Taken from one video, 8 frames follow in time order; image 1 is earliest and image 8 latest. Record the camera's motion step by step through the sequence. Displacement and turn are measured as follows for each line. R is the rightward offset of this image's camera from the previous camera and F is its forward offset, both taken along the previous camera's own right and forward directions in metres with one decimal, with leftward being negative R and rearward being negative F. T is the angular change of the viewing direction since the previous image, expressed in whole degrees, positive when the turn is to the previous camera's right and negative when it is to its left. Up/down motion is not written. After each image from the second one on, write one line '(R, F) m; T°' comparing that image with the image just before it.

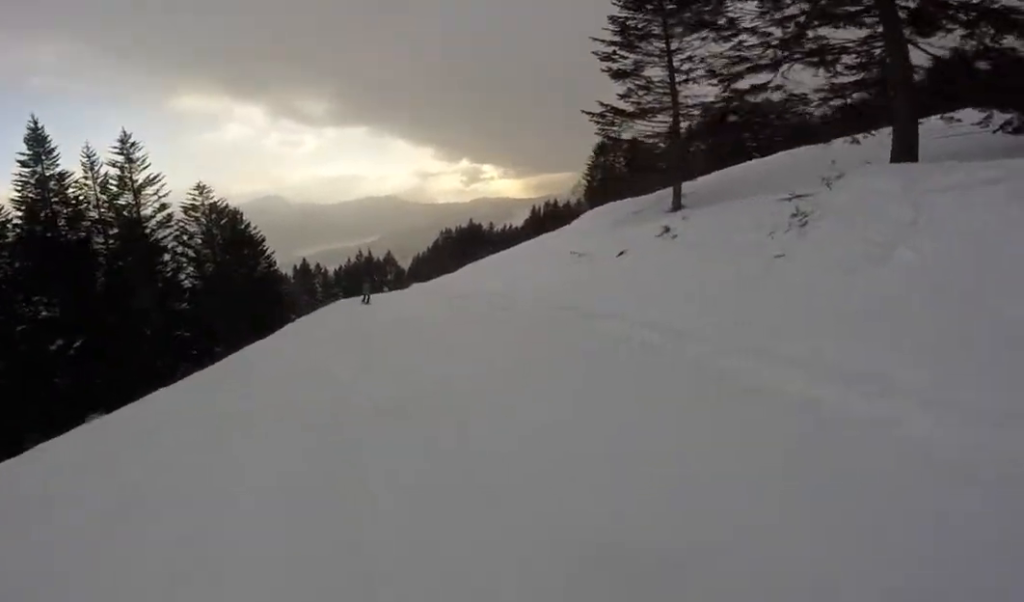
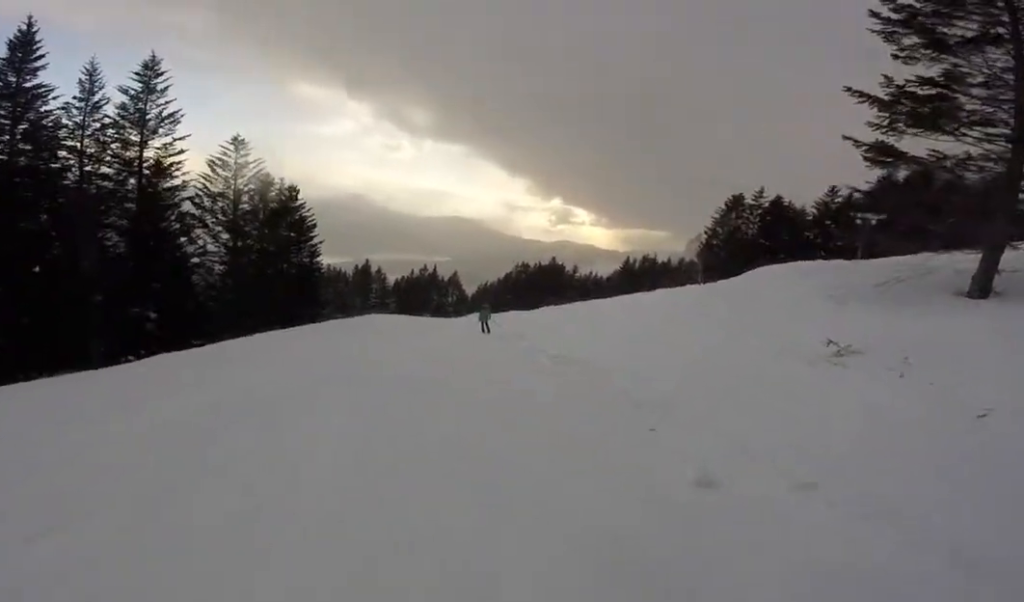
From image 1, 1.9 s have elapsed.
(+0.2, +8.8) m; -10°
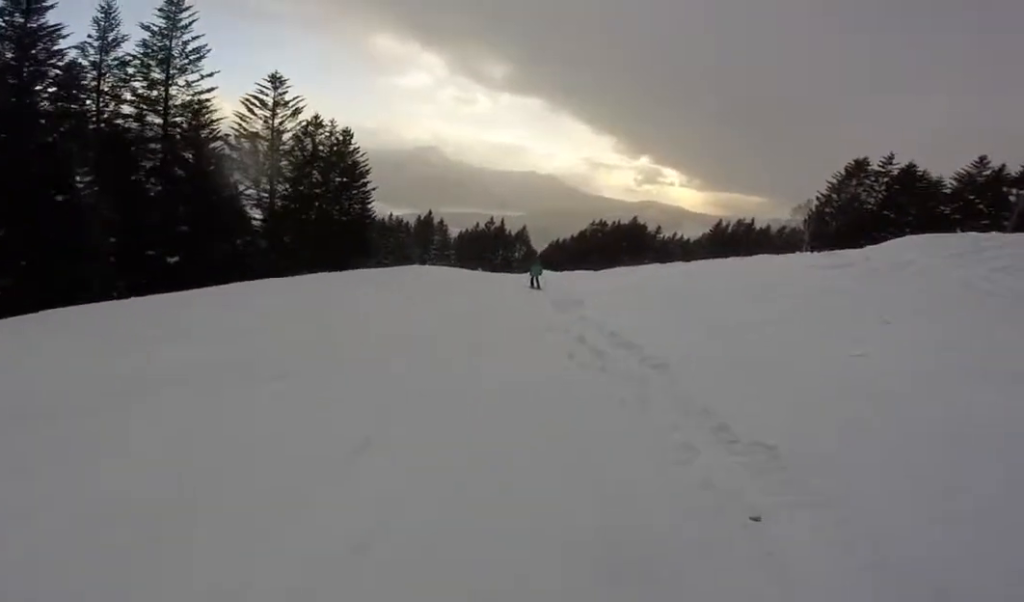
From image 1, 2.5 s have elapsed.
(-0.1, +2.9) m; -7°
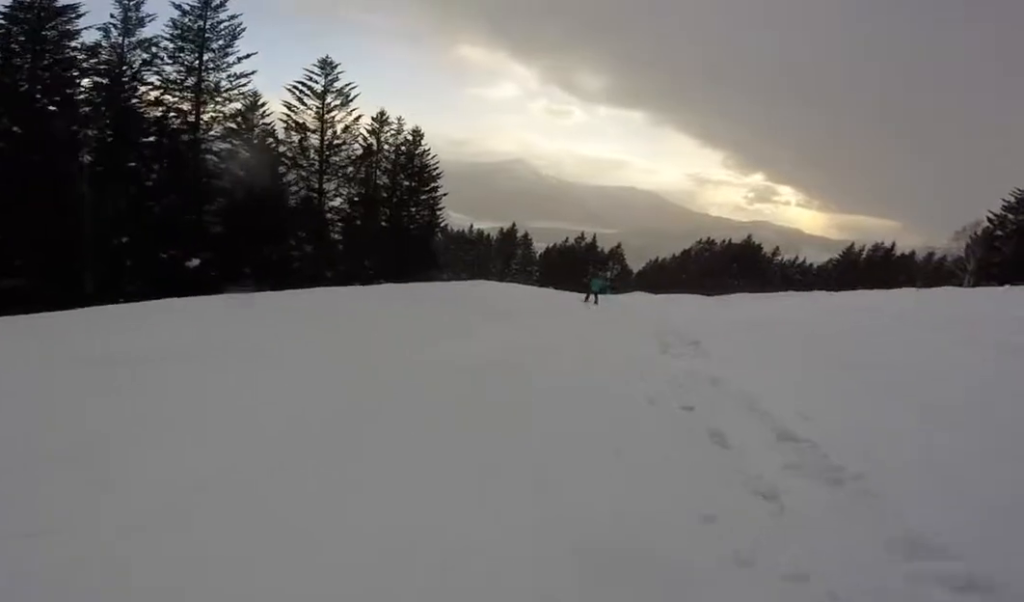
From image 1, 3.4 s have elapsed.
(-0.5, +4.0) m; 0°
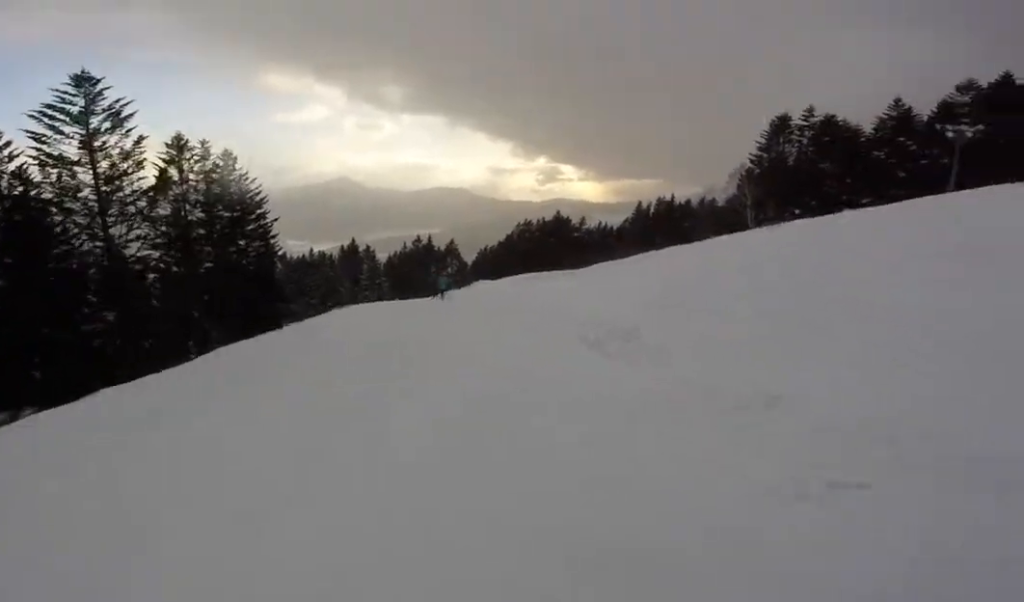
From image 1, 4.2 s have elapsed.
(+0.5, +3.5) m; +1°
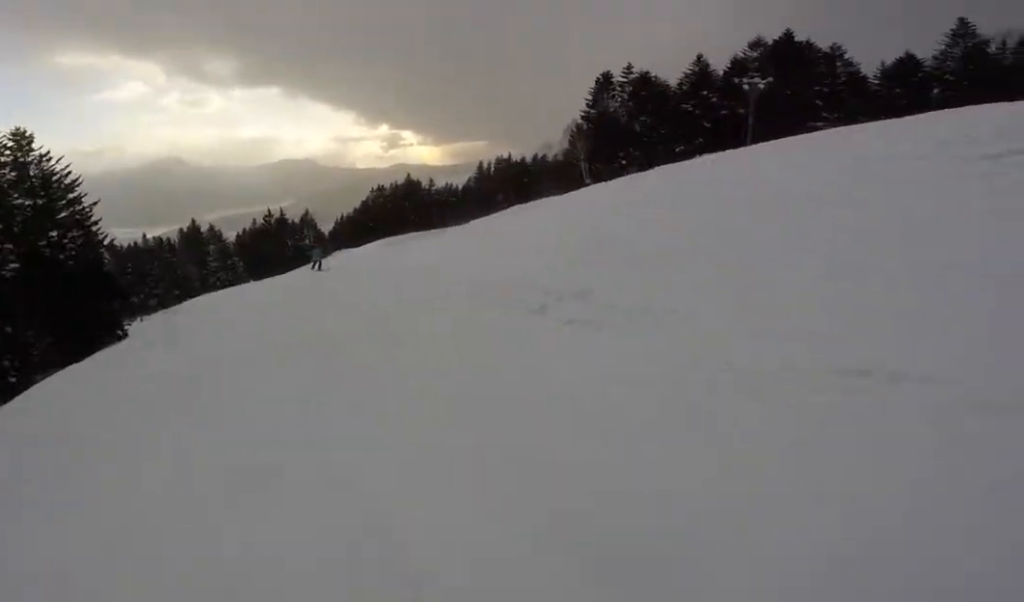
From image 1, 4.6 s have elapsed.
(0.0, +2.2) m; +3°
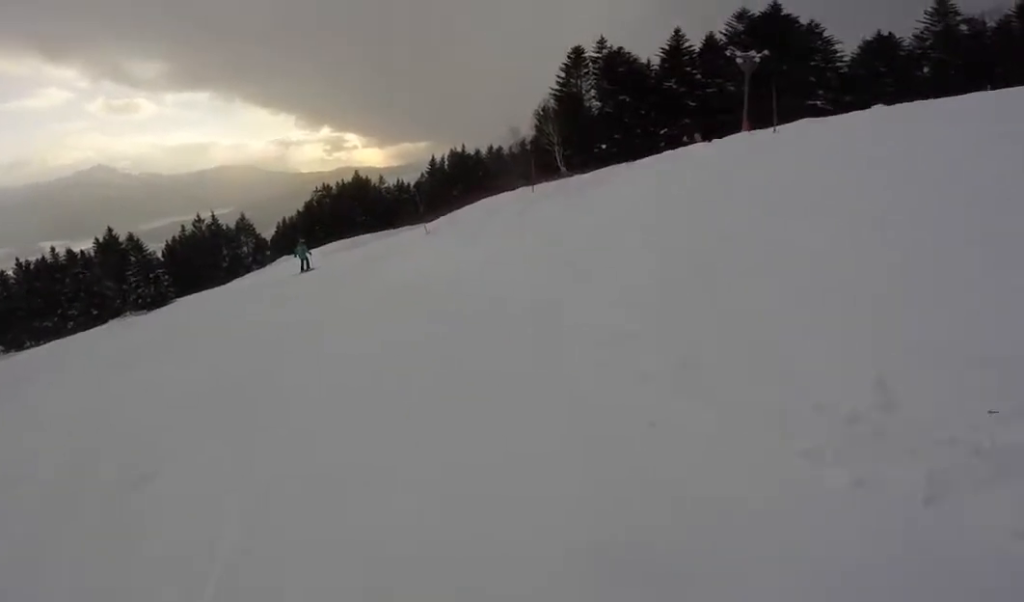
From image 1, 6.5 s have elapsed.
(+1.4, +8.2) m; +2°
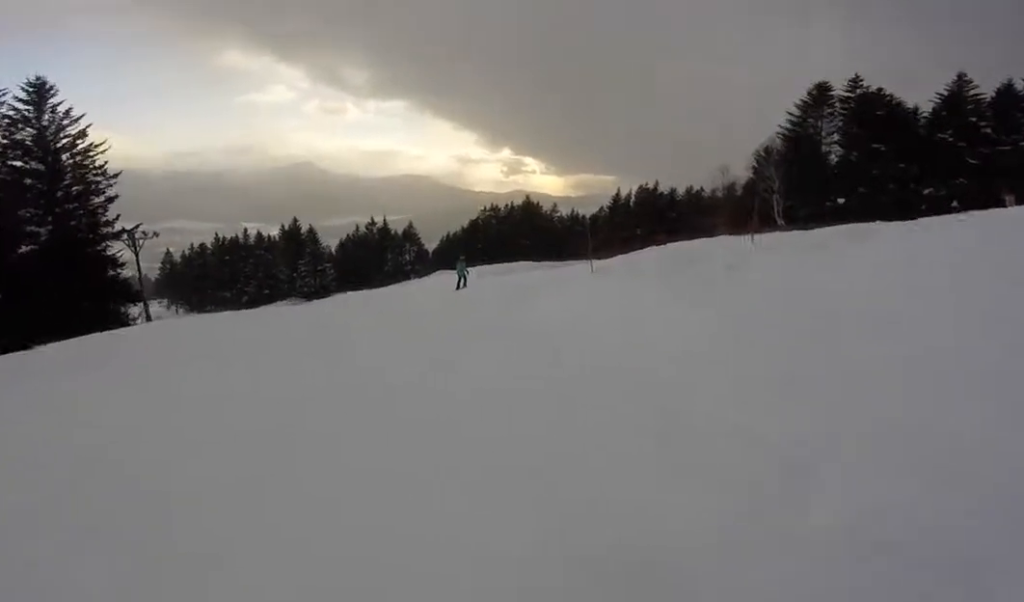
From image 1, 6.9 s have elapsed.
(-0.7, +2.2) m; -9°
